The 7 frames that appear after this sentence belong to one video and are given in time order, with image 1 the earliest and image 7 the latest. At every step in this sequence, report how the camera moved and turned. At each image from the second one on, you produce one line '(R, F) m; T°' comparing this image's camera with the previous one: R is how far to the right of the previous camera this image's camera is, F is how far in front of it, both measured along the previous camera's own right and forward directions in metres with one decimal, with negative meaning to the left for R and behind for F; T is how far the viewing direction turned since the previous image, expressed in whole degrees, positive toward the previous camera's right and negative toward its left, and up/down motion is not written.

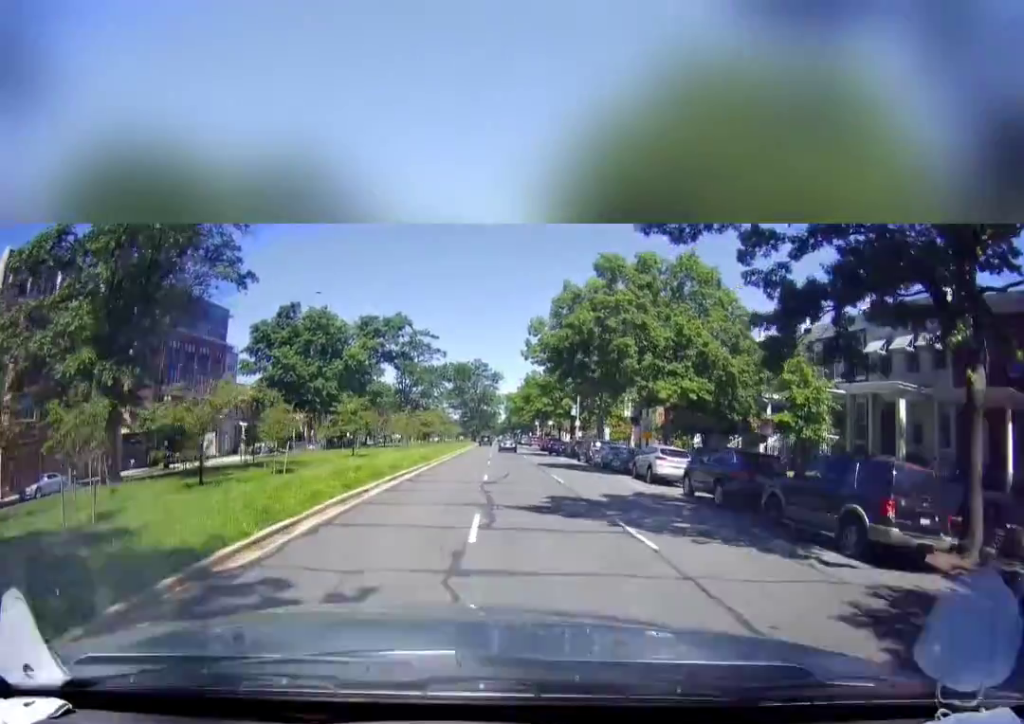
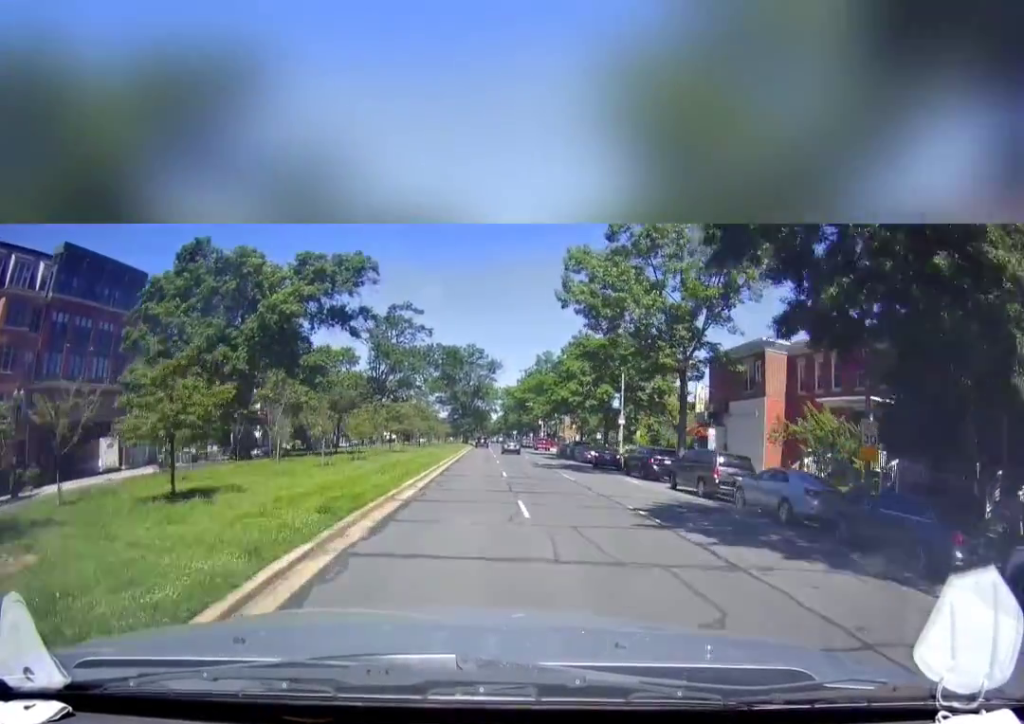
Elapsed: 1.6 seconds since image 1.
(-0.5, +20.6) m; -2°
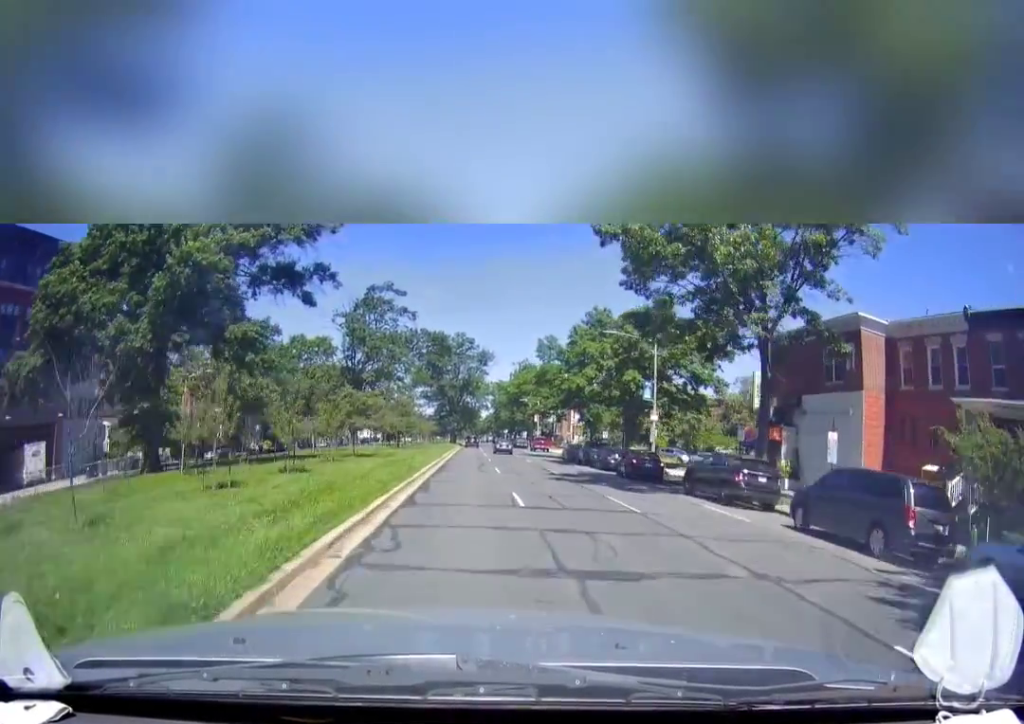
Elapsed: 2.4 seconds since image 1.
(-0.1, +10.1) m; +1°
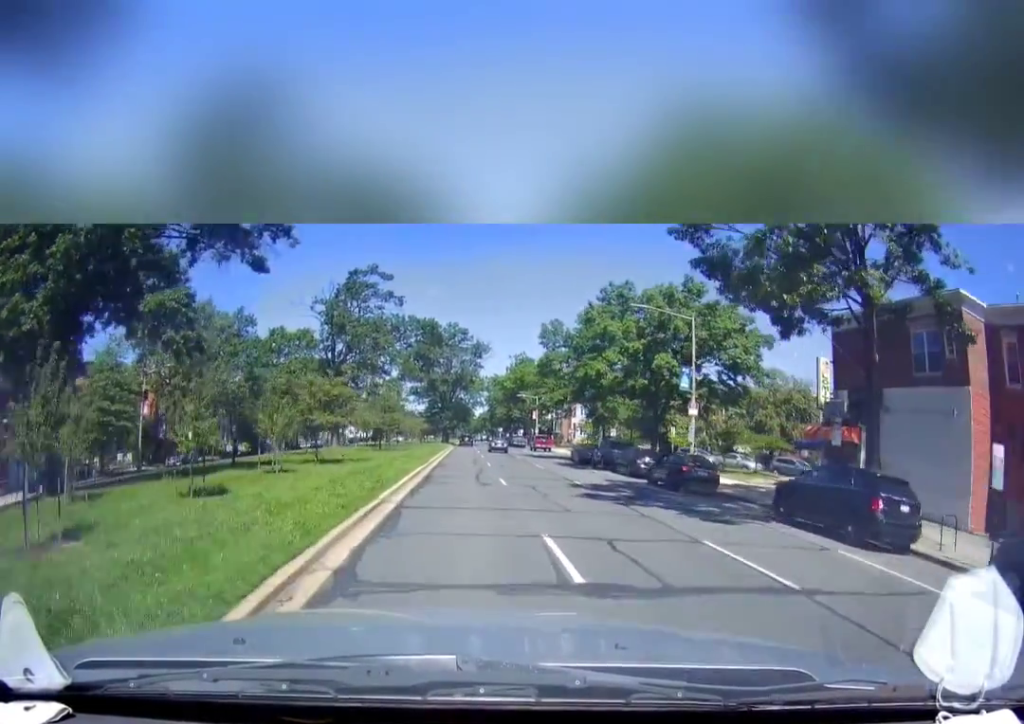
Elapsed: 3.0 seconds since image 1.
(+0.3, +7.6) m; -1°
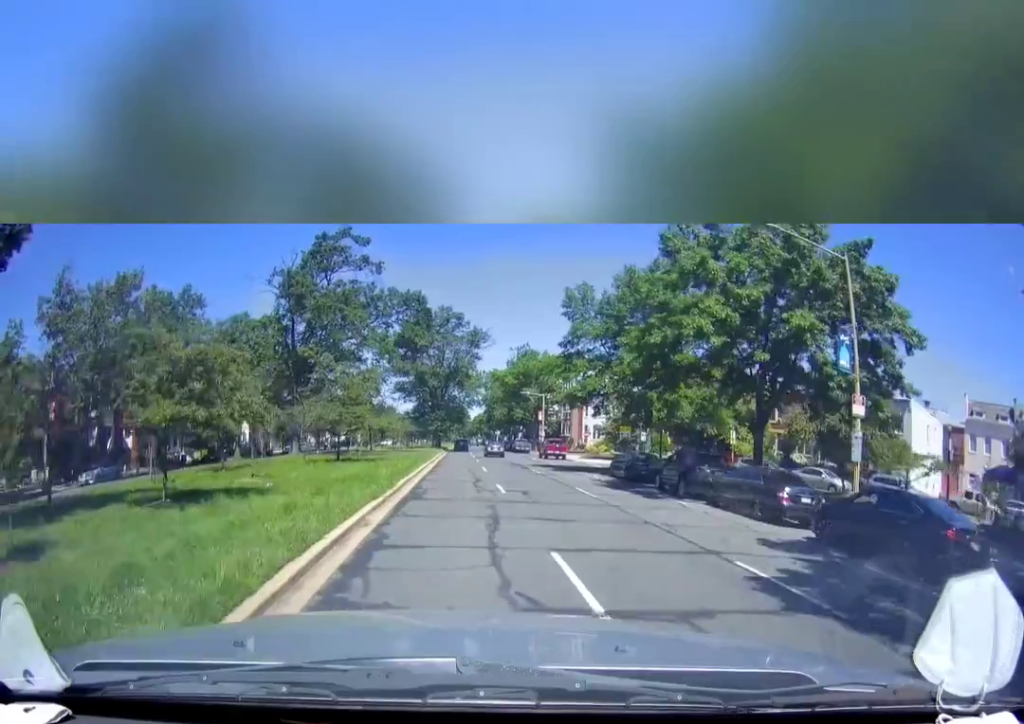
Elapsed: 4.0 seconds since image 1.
(-0.6, +13.7) m; 0°
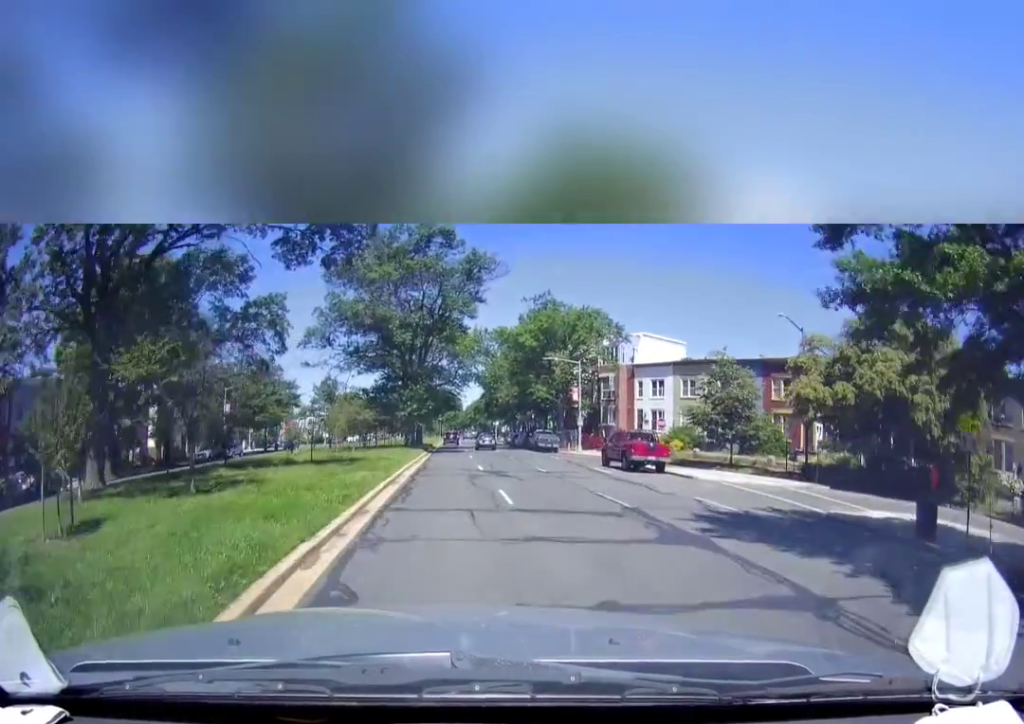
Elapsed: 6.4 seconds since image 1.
(+1.2, +30.7) m; +2°
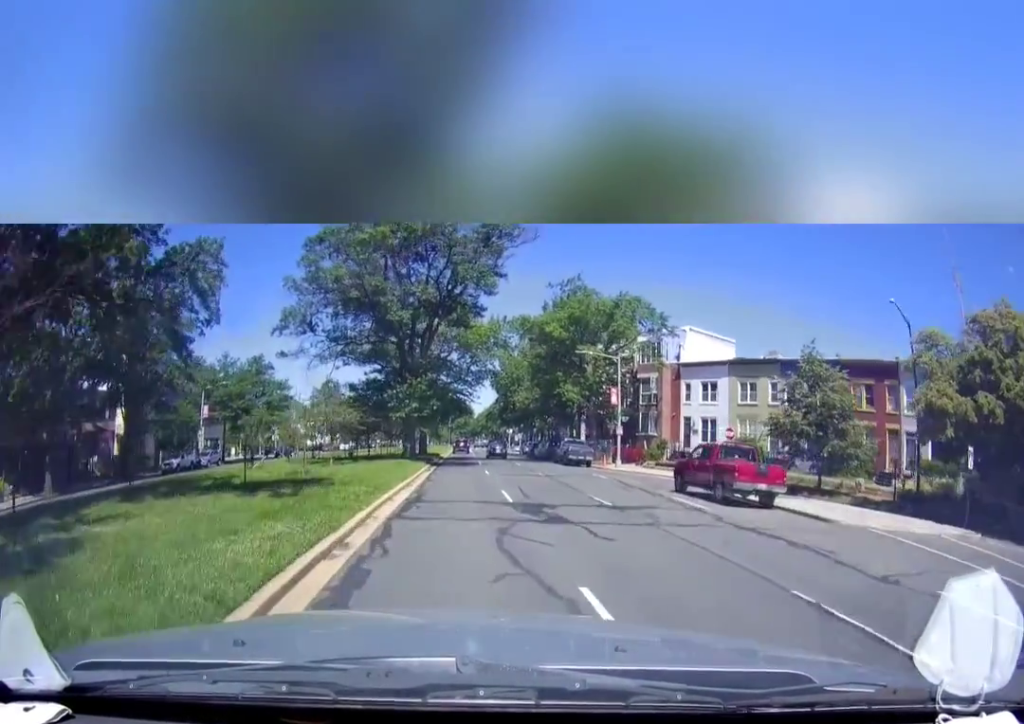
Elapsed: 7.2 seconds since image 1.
(+0.1, +10.1) m; +1°
